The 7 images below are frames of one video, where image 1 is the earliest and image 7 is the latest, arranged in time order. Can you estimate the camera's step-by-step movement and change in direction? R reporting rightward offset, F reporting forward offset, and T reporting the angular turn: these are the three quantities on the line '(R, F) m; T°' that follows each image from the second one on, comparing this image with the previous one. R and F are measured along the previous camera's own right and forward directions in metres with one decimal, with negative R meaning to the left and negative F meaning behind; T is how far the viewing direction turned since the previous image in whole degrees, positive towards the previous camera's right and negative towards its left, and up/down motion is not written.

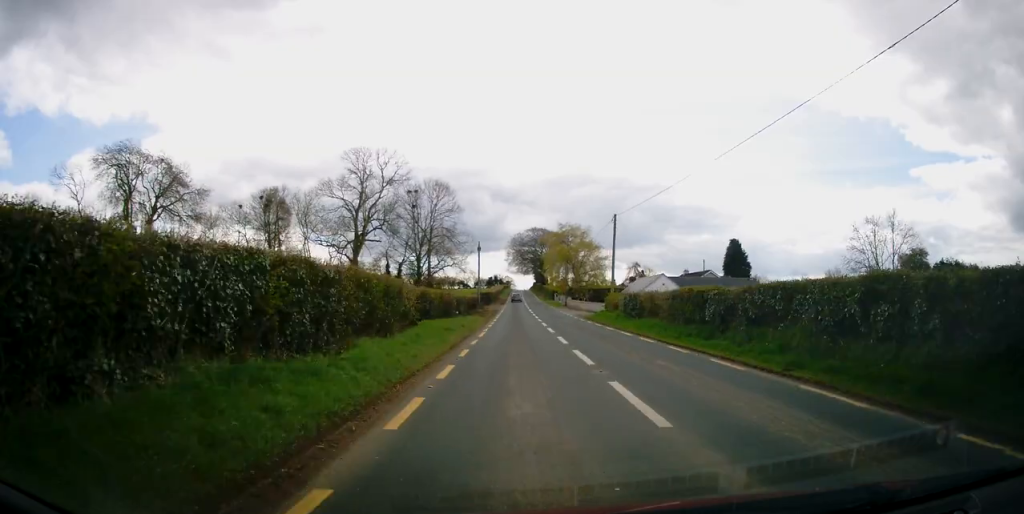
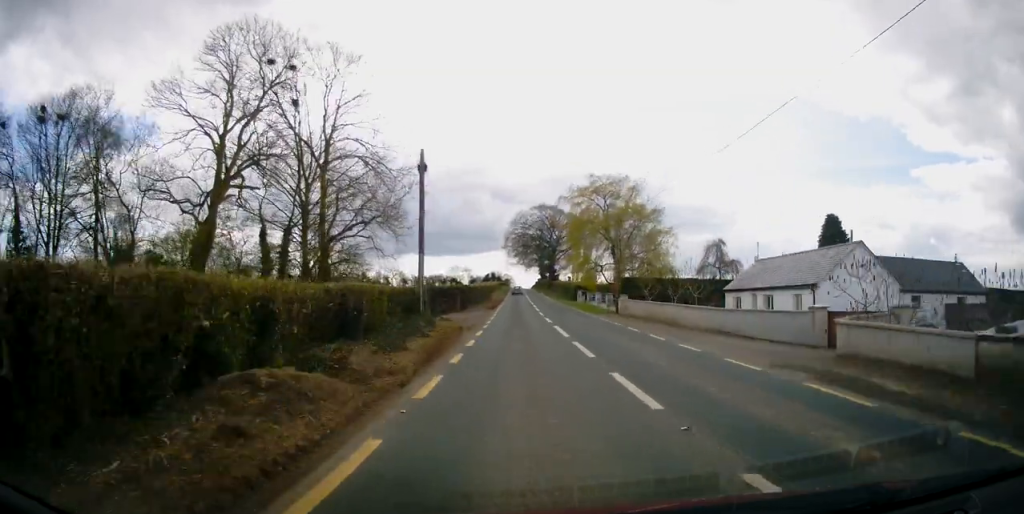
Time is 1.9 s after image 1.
(0.0, +39.6) m; 0°
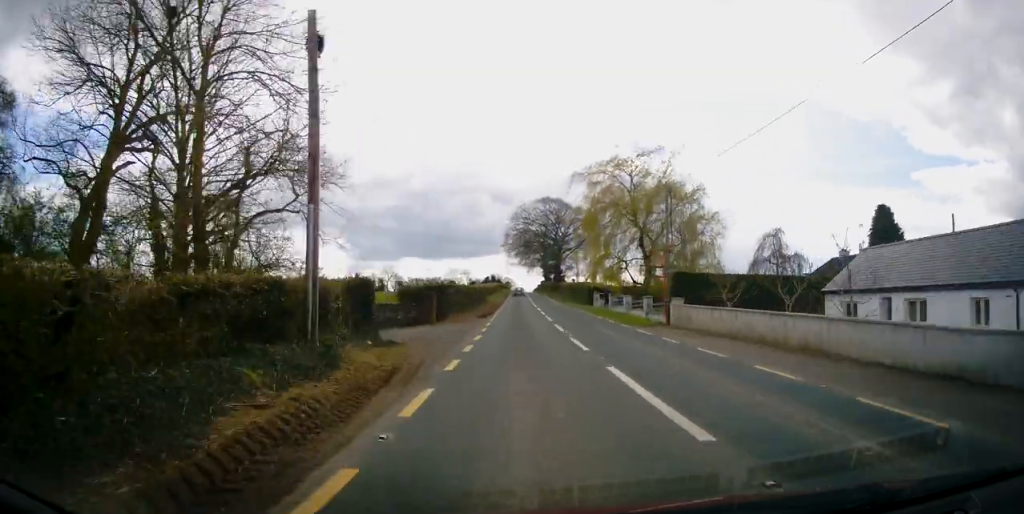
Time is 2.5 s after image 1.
(-0.1, +13.2) m; -1°
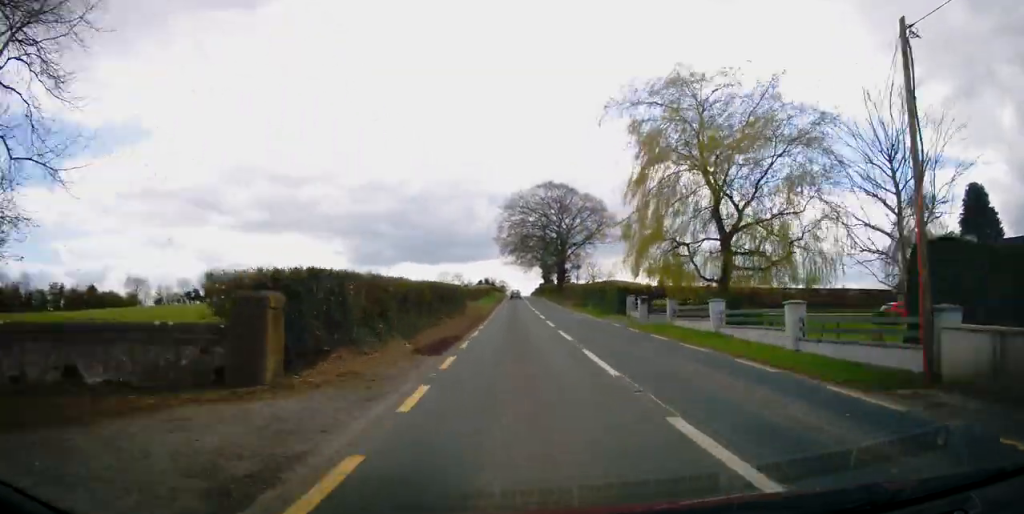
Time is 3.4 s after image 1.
(-0.1, +18.7) m; +1°
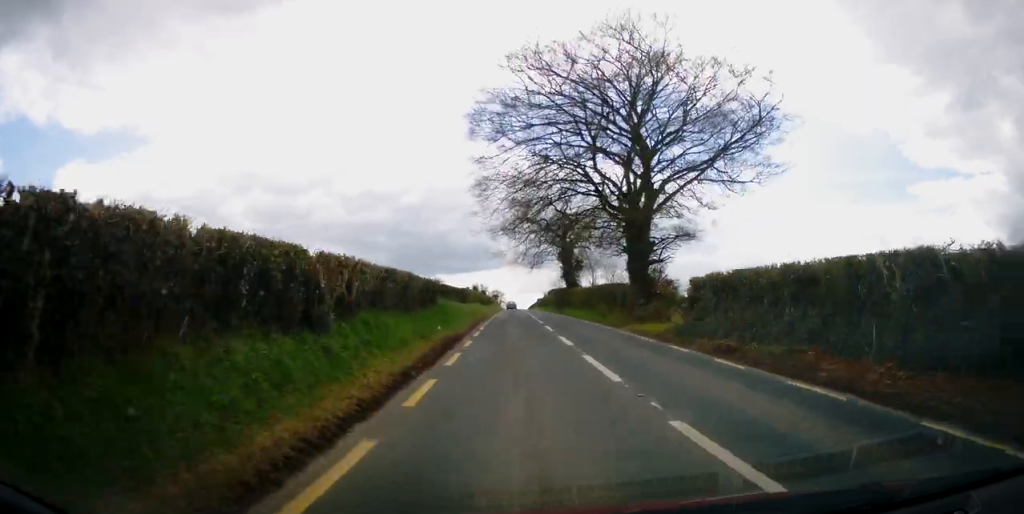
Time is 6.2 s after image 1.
(+0.3, +57.5) m; +1°
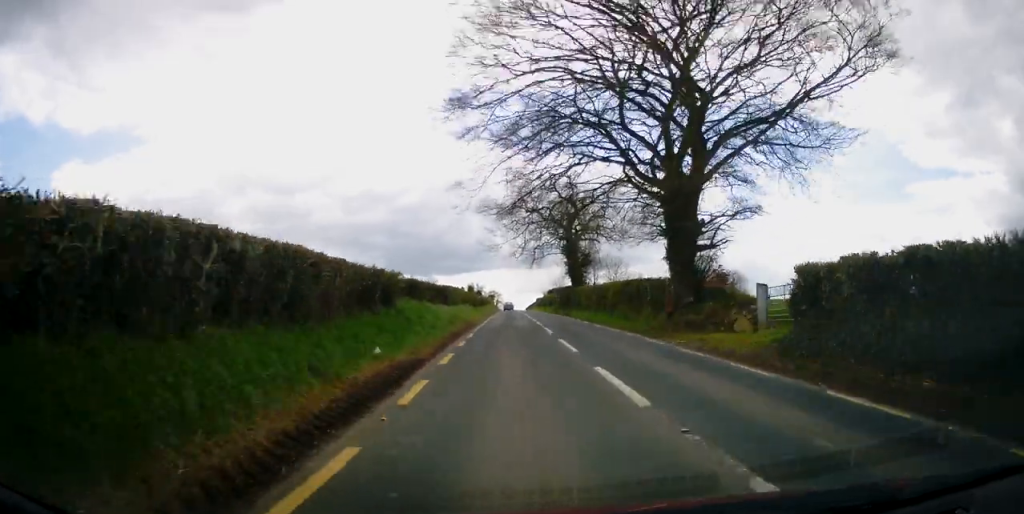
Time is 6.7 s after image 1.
(0.0, +9.5) m; 0°
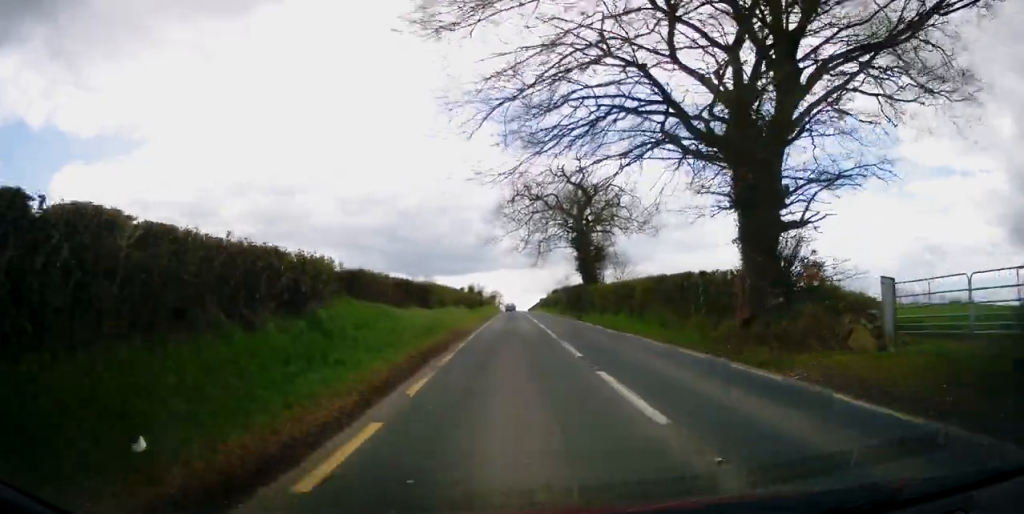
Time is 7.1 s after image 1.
(0.0, +8.2) m; 0°
